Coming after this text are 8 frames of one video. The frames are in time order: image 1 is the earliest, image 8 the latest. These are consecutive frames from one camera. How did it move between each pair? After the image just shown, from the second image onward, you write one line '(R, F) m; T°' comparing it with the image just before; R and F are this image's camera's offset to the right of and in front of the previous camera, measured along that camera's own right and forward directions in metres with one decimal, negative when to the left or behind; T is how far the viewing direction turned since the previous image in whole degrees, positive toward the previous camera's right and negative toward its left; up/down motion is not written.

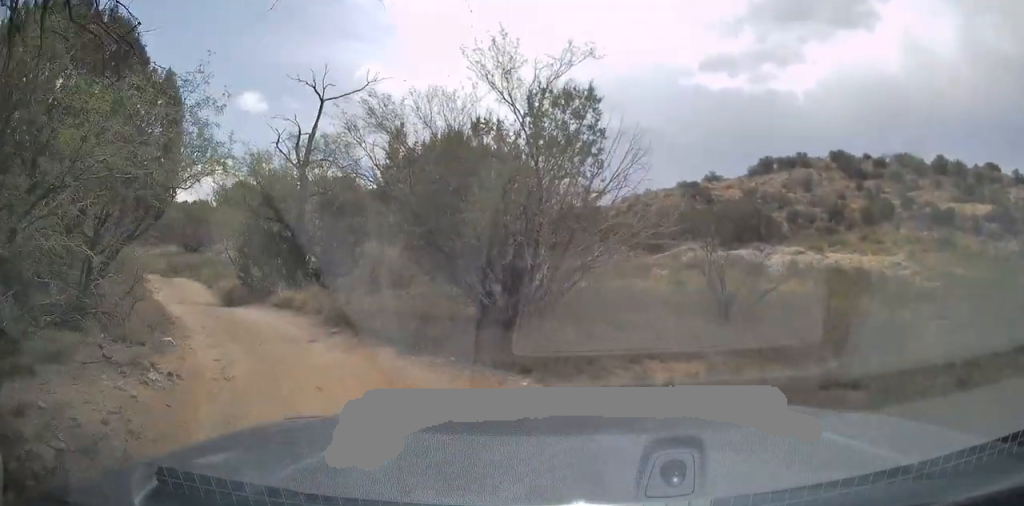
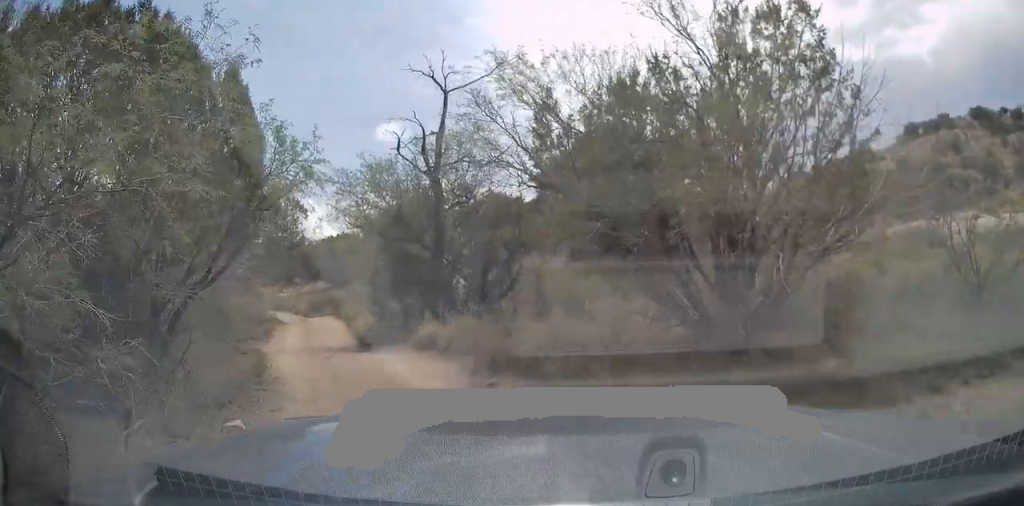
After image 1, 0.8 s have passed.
(-0.4, +3.0) m; -13°
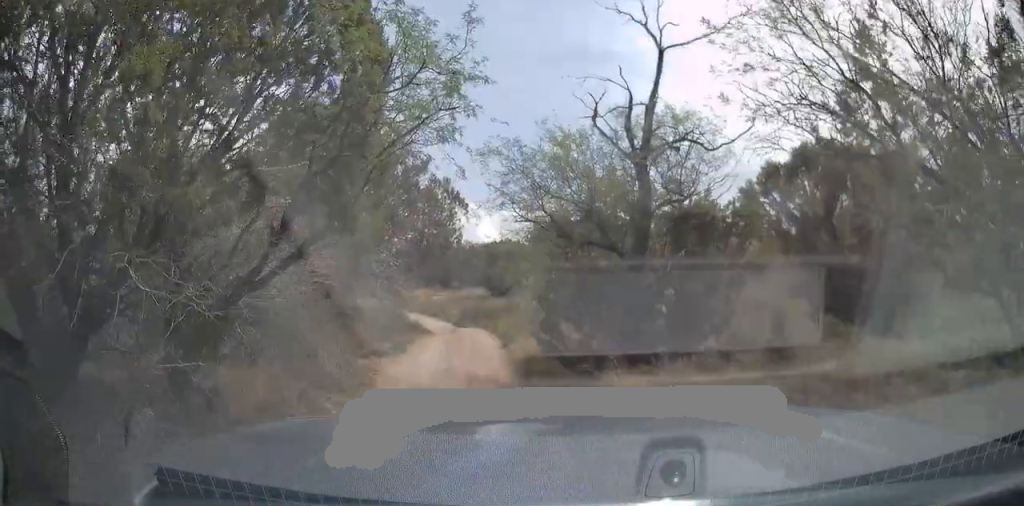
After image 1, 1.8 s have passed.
(-0.5, +3.7) m; -11°
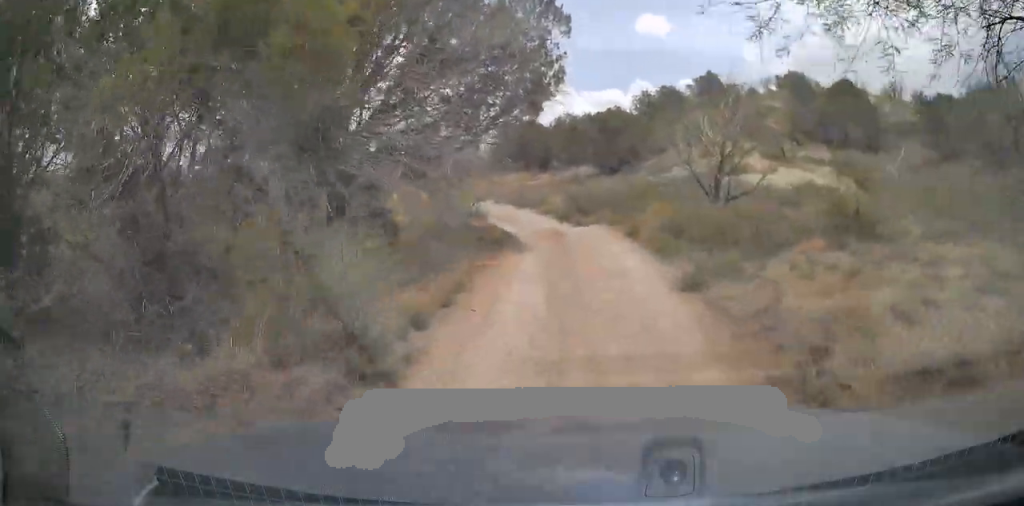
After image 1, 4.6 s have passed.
(-0.6, +10.4) m; -3°
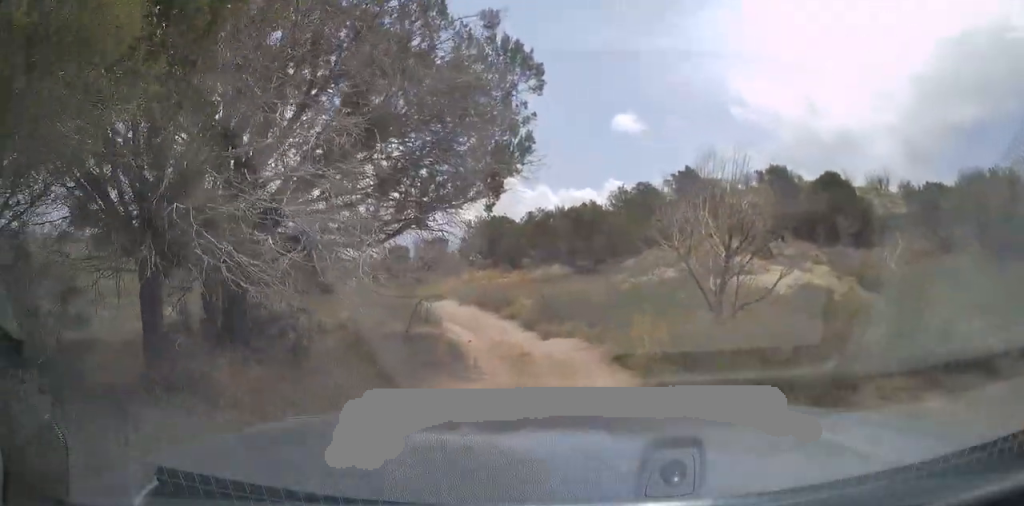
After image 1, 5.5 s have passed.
(0.0, +3.5) m; -1°
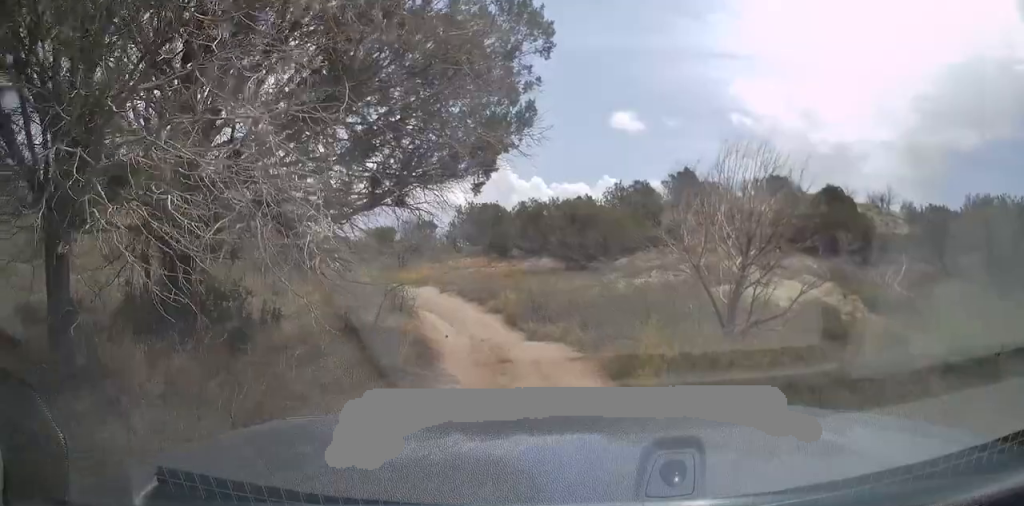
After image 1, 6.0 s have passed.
(0.0, +1.7) m; -1°
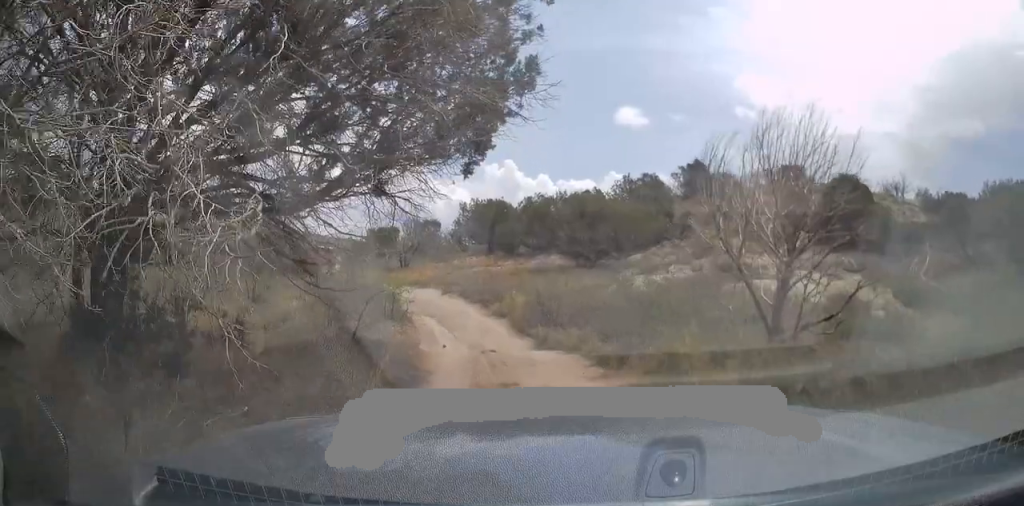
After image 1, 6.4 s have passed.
(0.0, +1.9) m; -1°
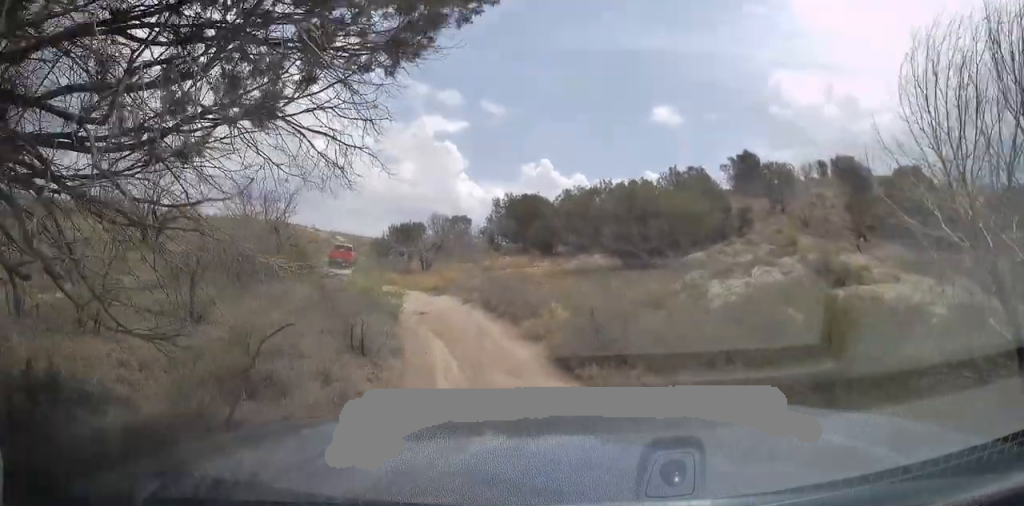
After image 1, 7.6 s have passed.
(-0.1, +5.0) m; -2°
